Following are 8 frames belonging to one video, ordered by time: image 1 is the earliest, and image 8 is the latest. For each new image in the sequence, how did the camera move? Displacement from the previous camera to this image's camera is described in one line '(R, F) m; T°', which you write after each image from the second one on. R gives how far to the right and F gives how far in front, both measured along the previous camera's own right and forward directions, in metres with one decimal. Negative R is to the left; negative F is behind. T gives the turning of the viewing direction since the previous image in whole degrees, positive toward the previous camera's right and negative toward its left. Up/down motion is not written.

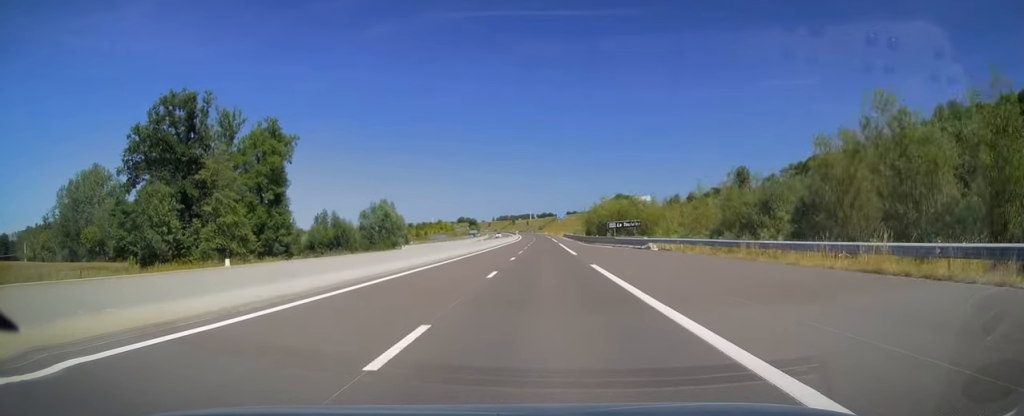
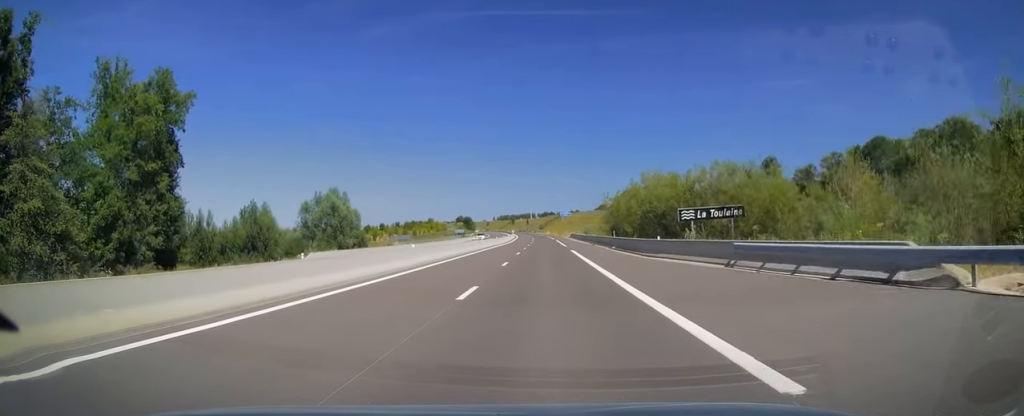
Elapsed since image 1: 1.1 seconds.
(-0.2, +32.4) m; 0°
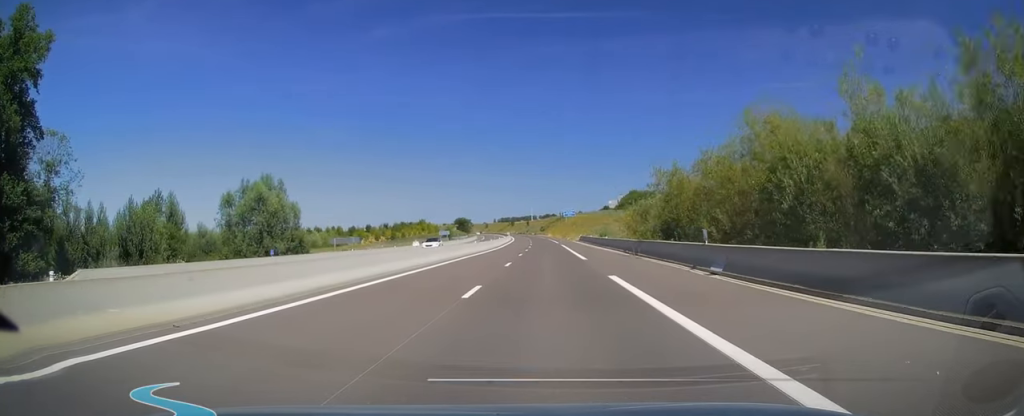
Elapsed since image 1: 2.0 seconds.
(0.0, +25.6) m; 0°
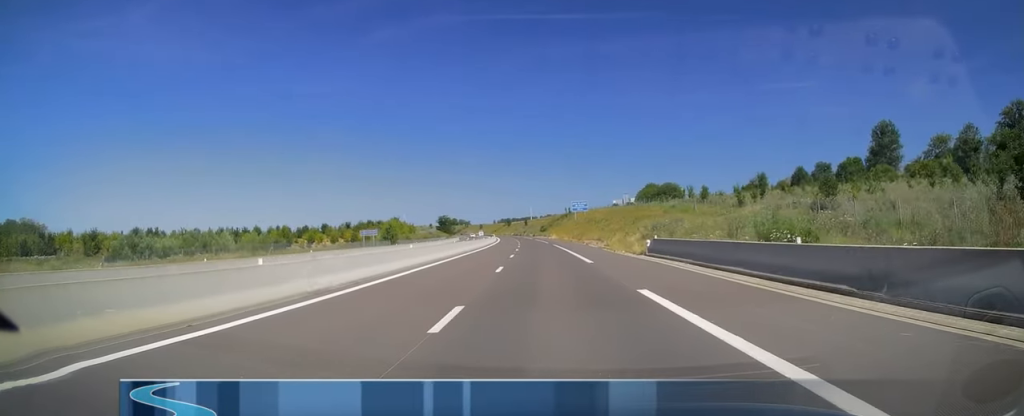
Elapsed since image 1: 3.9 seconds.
(0.0, +56.5) m; 0°
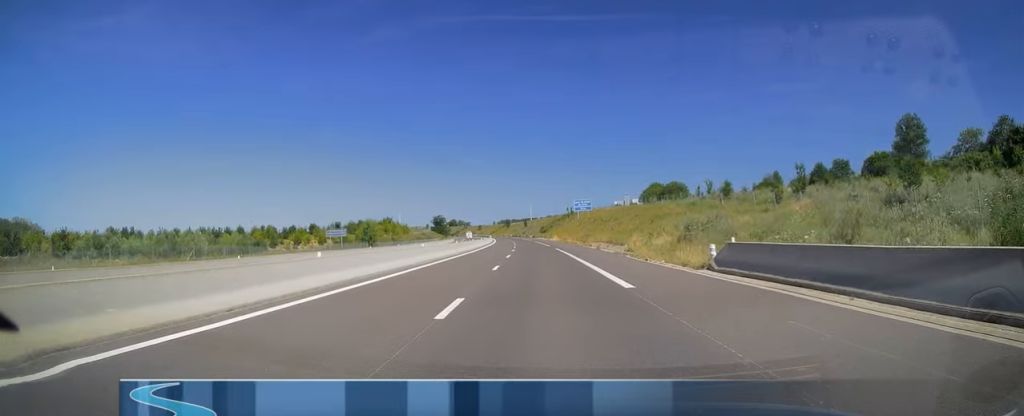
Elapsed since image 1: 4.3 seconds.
(0.0, +11.8) m; 0°
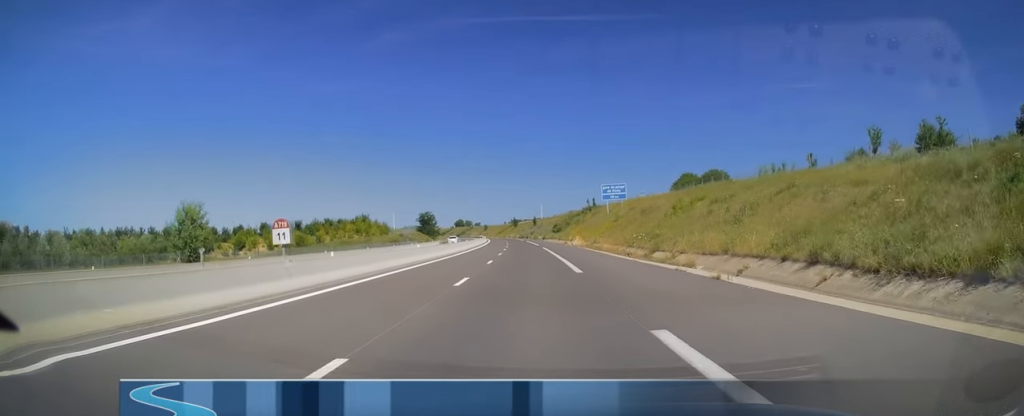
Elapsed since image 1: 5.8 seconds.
(0.0, +45.1) m; 0°
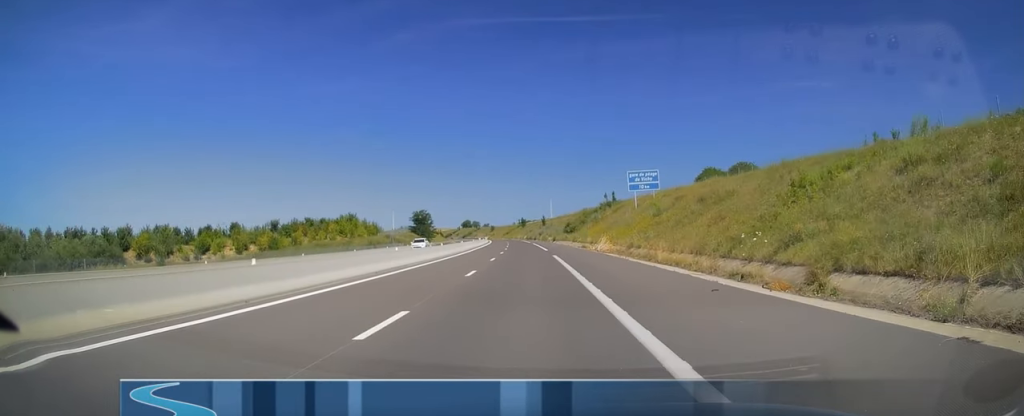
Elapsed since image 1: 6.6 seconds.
(0.0, +21.5) m; -1°
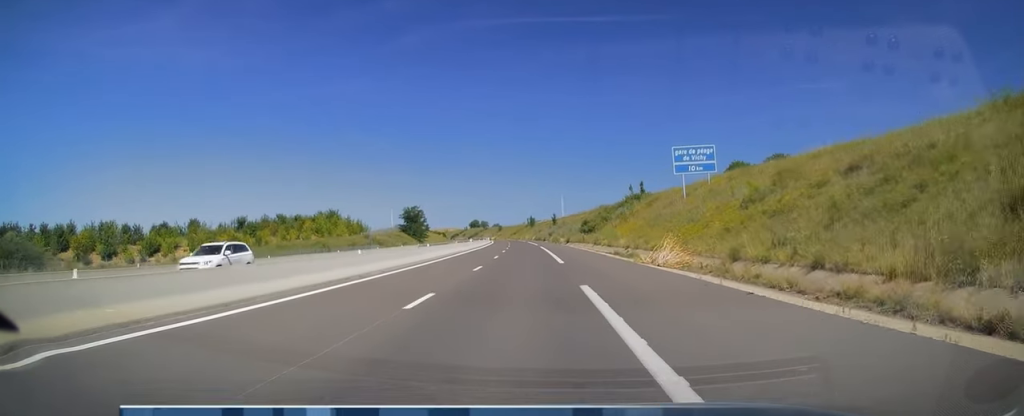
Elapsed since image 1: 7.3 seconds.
(-0.1, +22.4) m; -1°
